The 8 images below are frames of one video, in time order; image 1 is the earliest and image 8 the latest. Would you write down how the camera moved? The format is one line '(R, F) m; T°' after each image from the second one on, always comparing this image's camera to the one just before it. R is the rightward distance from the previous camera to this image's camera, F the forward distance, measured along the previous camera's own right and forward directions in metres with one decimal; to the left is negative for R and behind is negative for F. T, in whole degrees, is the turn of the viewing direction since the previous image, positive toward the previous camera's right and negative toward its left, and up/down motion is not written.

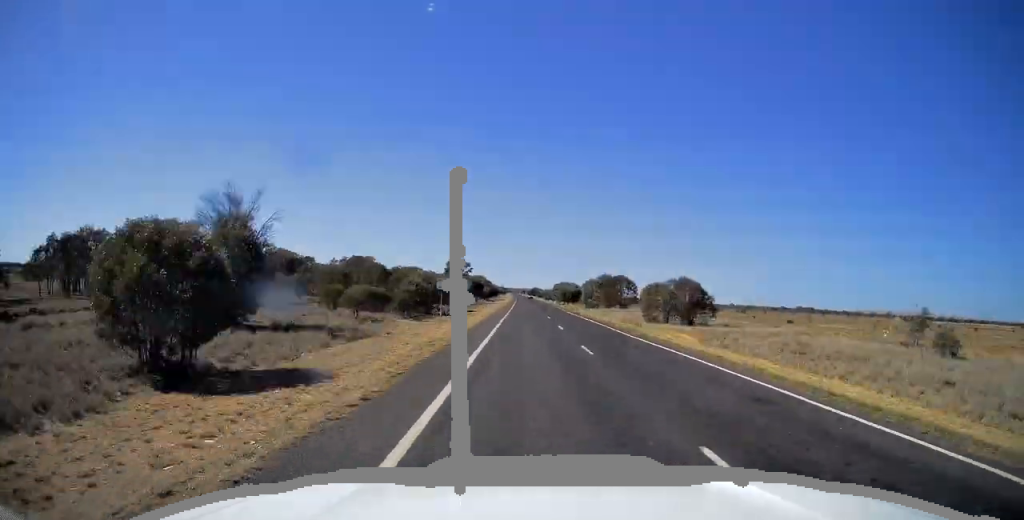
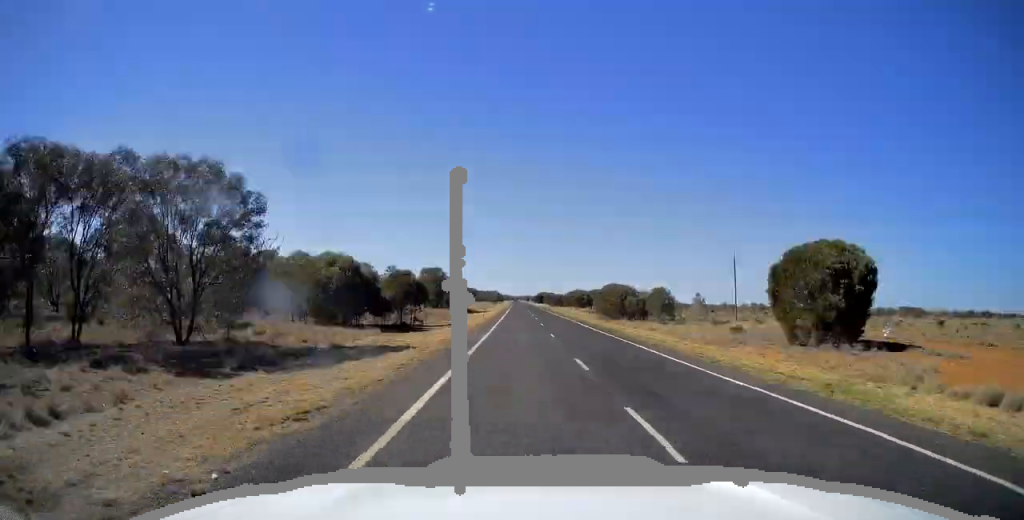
(-1.0, +177.1) m; 0°
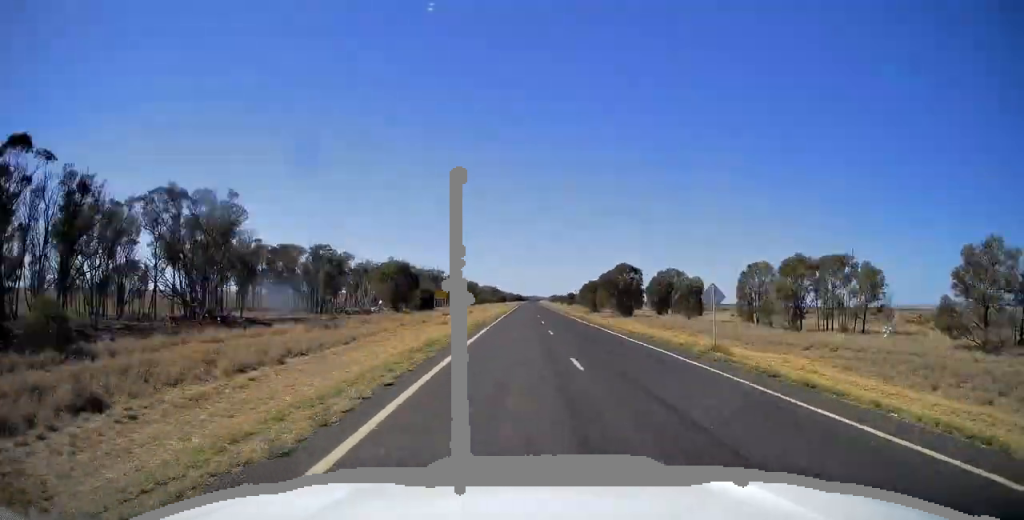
(-0.5, +590.0) m; 0°
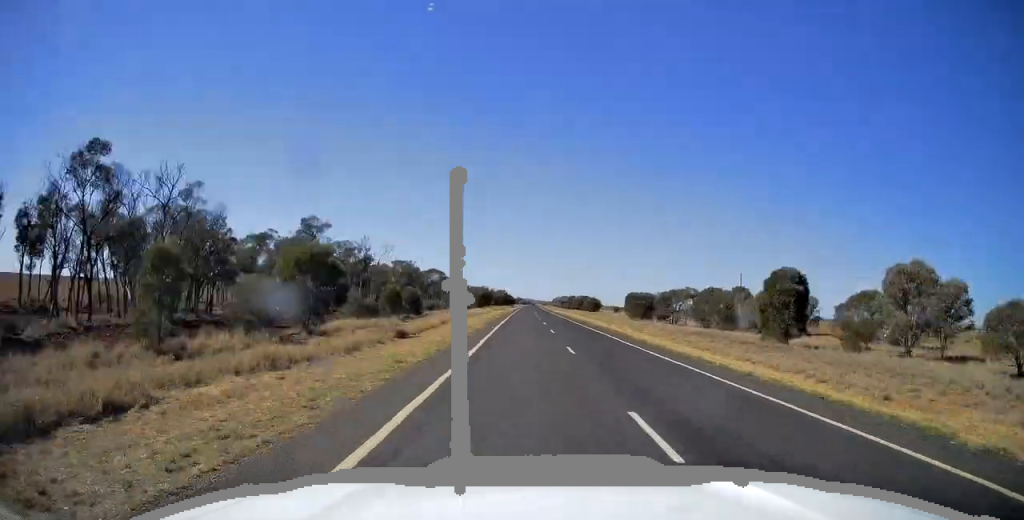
(+1.0, +255.7) m; +1°
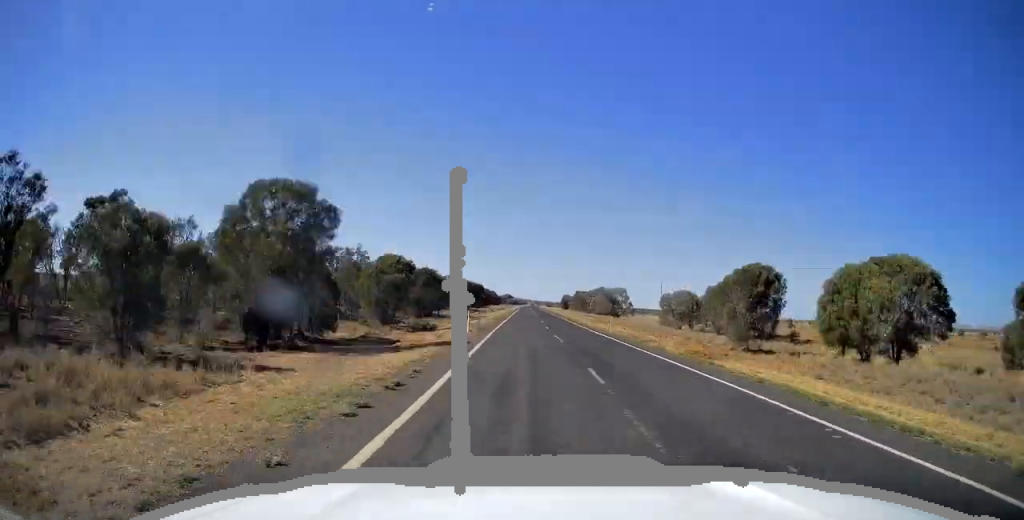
(+1.5, +216.5) m; +1°
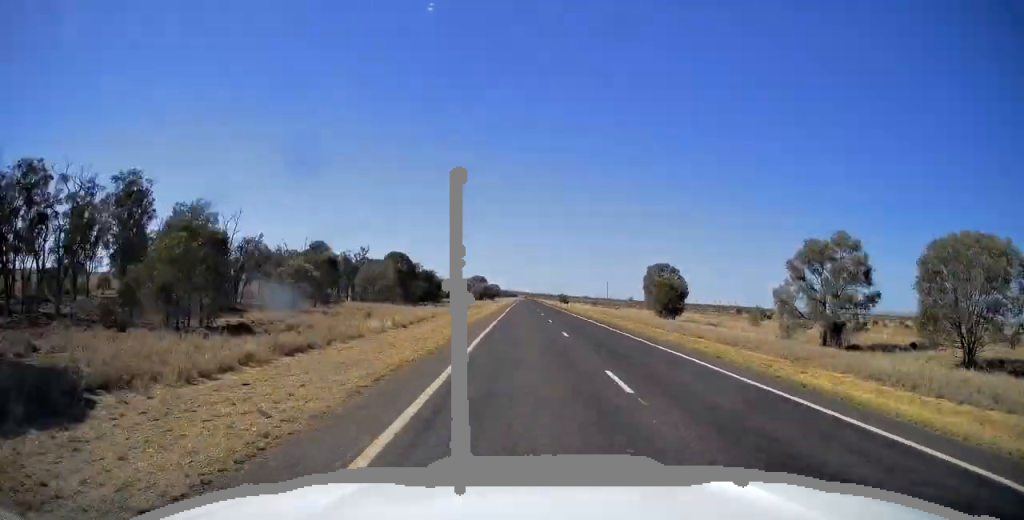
(+0.9, +216.7) m; +1°
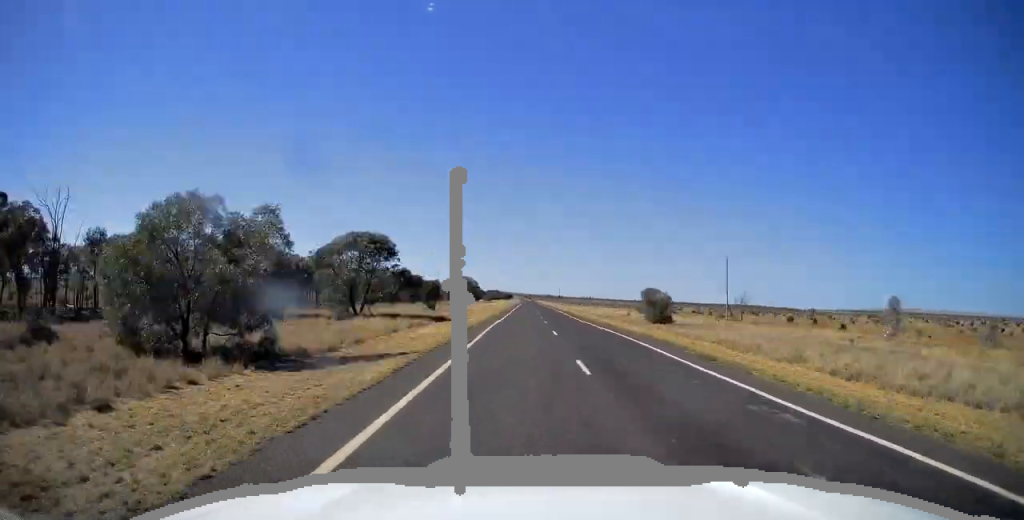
(+0.9, +147.7) m; 0°
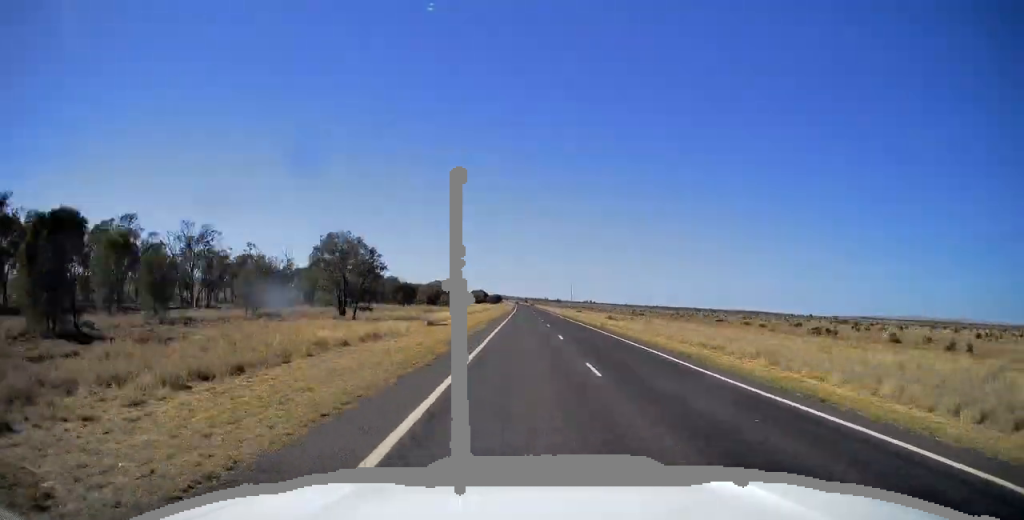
(+0.5, +128.0) m; 0°
